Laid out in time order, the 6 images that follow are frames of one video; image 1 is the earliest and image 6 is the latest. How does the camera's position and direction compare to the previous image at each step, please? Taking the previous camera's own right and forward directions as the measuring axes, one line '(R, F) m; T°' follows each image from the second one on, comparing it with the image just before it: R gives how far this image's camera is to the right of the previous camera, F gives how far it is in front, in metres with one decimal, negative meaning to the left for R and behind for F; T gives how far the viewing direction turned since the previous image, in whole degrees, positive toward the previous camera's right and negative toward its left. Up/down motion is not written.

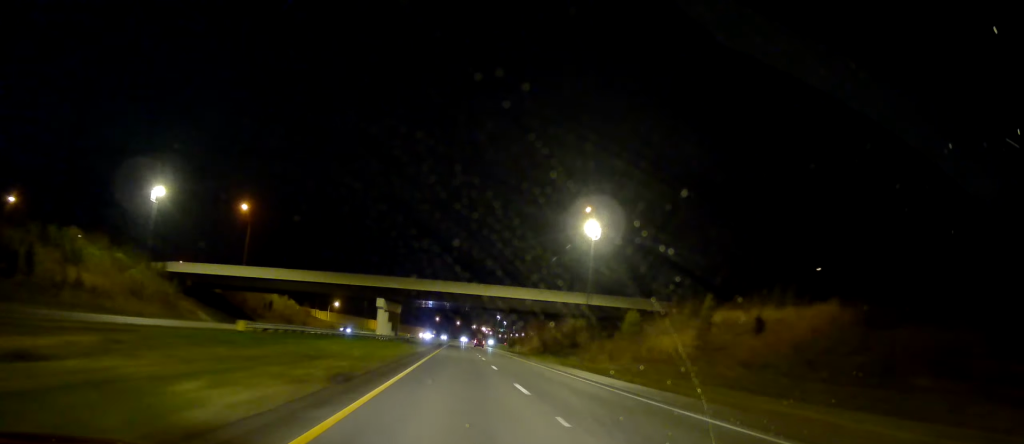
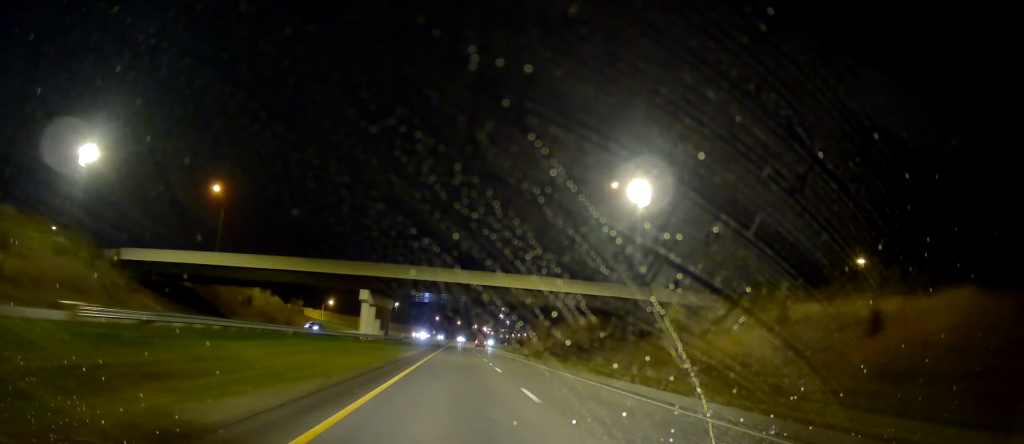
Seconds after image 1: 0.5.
(-0.2, +15.0) m; 0°
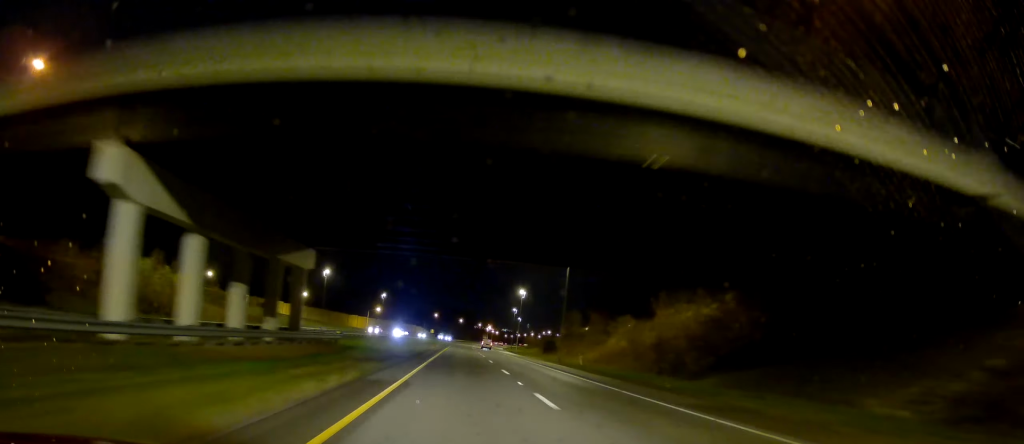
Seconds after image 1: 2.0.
(+0.2, +49.5) m; 0°
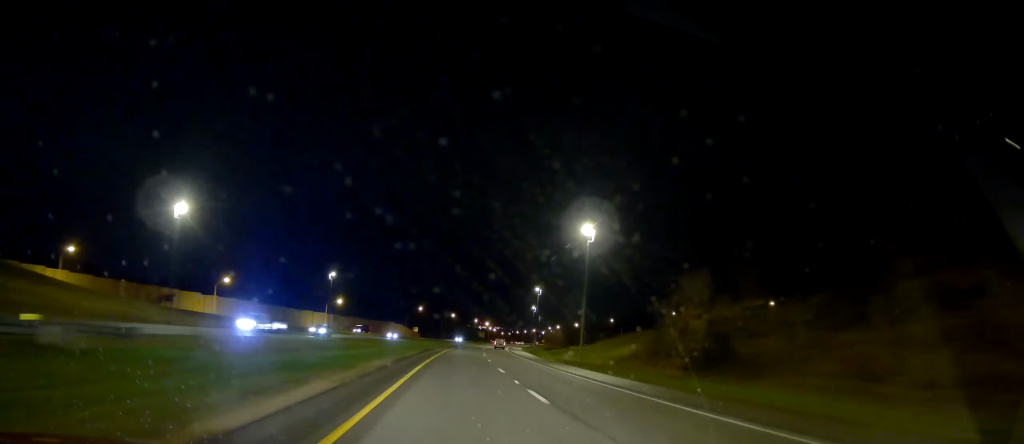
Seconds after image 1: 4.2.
(+1.1, +71.8) m; 0°
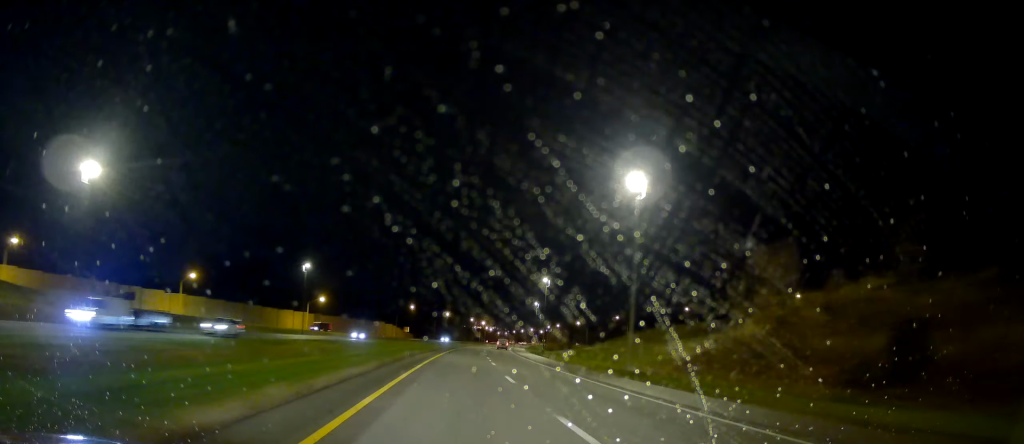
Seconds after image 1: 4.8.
(-0.2, +18.0) m; 0°
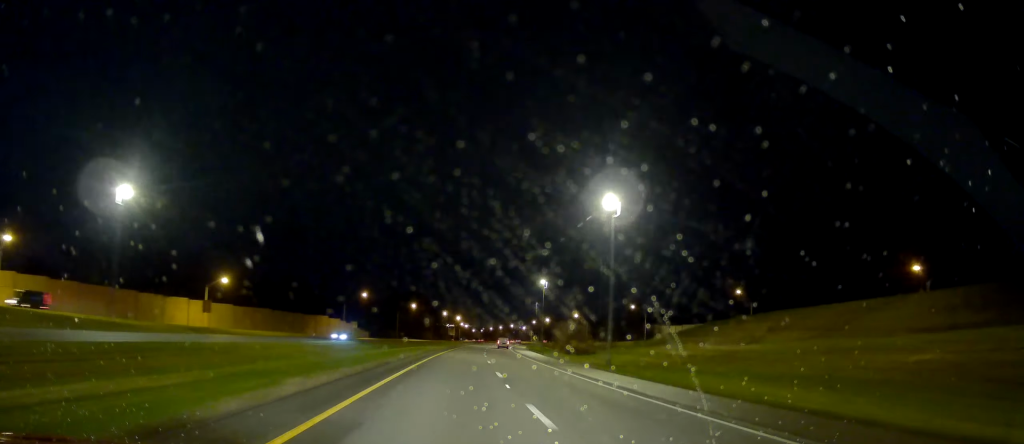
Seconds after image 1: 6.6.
(+1.1, +57.8) m; +2°
